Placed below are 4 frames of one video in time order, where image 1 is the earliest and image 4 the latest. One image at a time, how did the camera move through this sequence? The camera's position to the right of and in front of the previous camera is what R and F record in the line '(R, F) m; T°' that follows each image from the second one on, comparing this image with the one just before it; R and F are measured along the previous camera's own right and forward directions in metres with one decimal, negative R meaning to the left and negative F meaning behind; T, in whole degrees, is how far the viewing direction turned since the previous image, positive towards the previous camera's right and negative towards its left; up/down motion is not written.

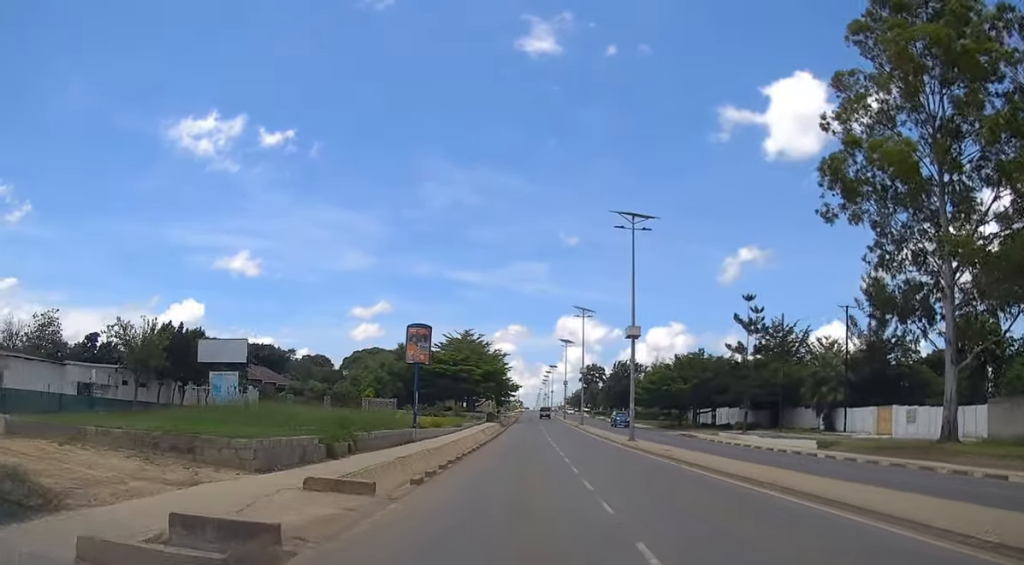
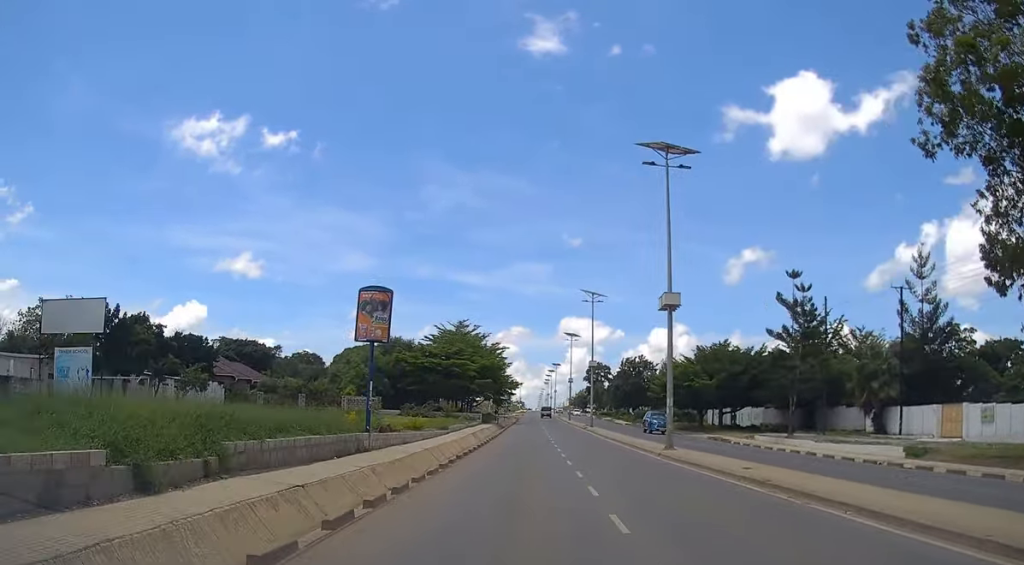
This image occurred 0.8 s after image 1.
(0.0, +10.0) m; 0°
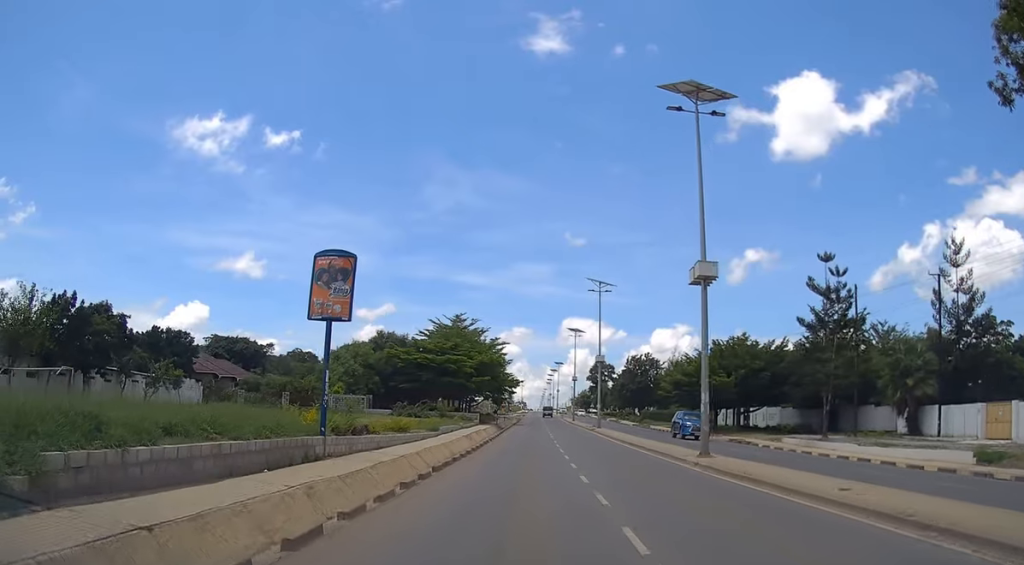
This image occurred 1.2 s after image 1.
(0.0, +5.4) m; 0°
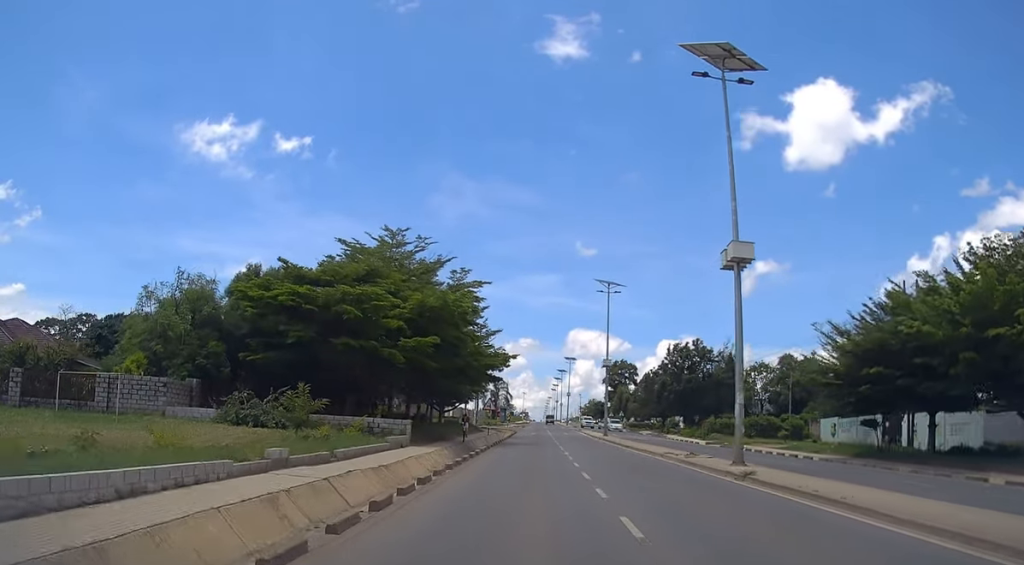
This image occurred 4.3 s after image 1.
(-0.1, +39.3) m; -1°
